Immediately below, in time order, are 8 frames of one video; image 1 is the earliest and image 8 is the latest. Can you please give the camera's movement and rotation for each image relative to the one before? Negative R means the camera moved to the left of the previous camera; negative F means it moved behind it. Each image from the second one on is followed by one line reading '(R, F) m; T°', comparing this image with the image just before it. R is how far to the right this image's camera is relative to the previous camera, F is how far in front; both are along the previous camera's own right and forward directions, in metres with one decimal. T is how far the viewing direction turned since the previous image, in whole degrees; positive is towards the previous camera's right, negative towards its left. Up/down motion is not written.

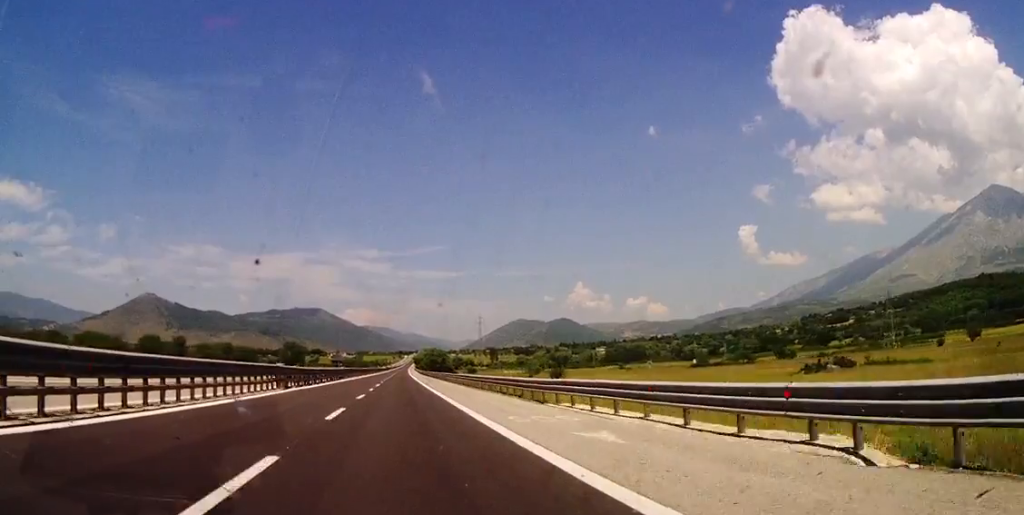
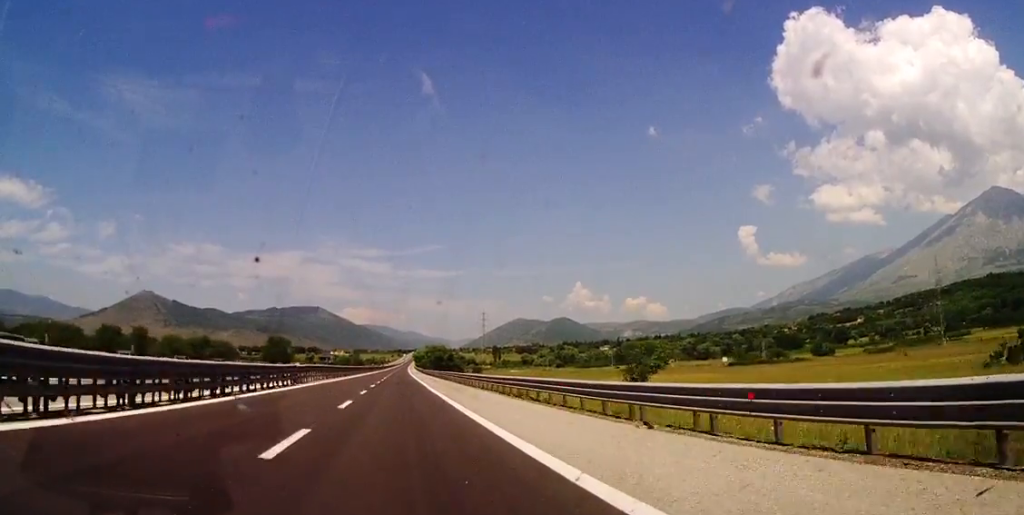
(+0.1, +30.7) m; +1°
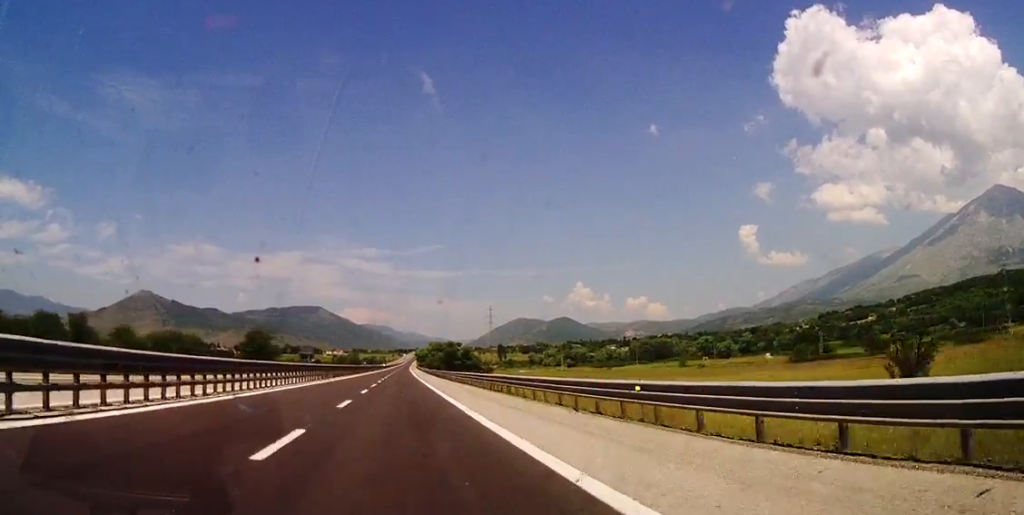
(+0.3, +35.3) m; 0°
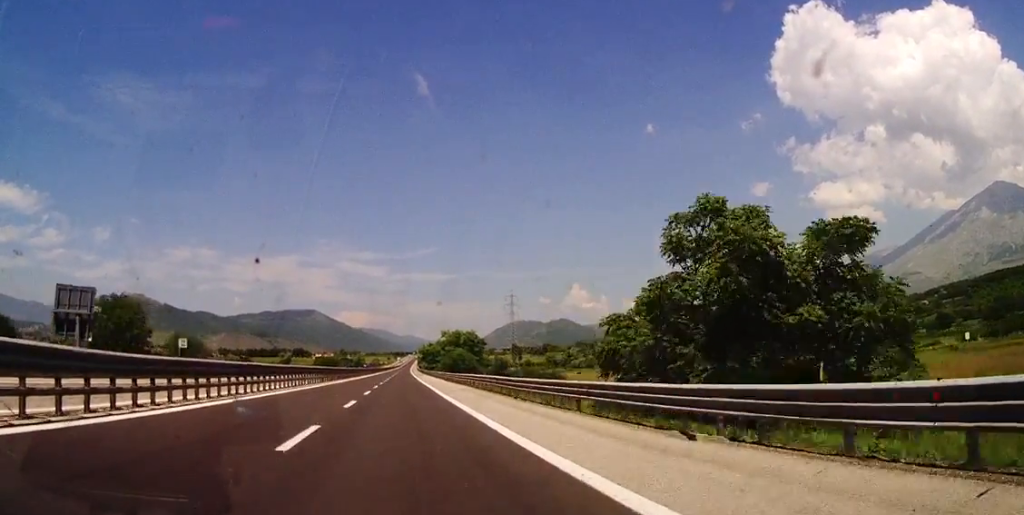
(-0.8, +103.0) m; 0°
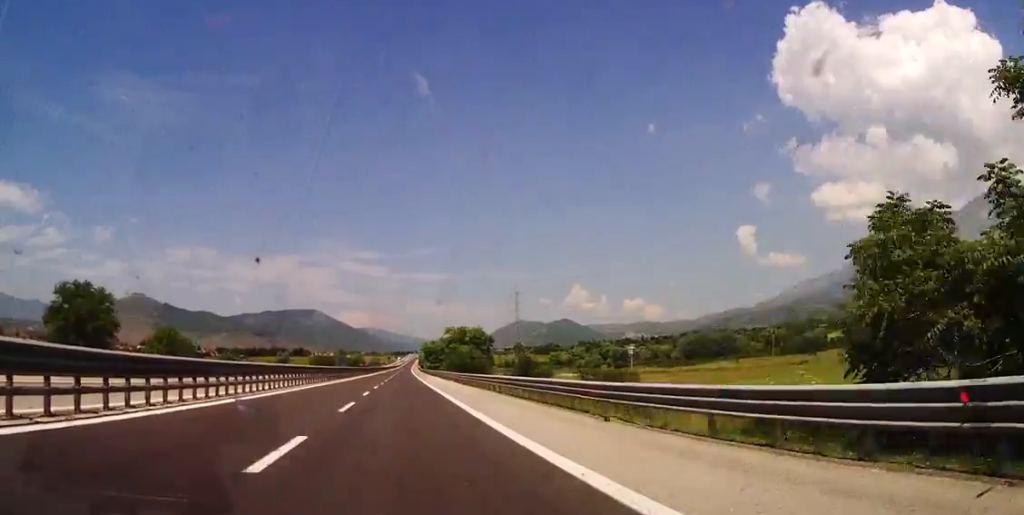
(+0.2, +13.8) m; 0°
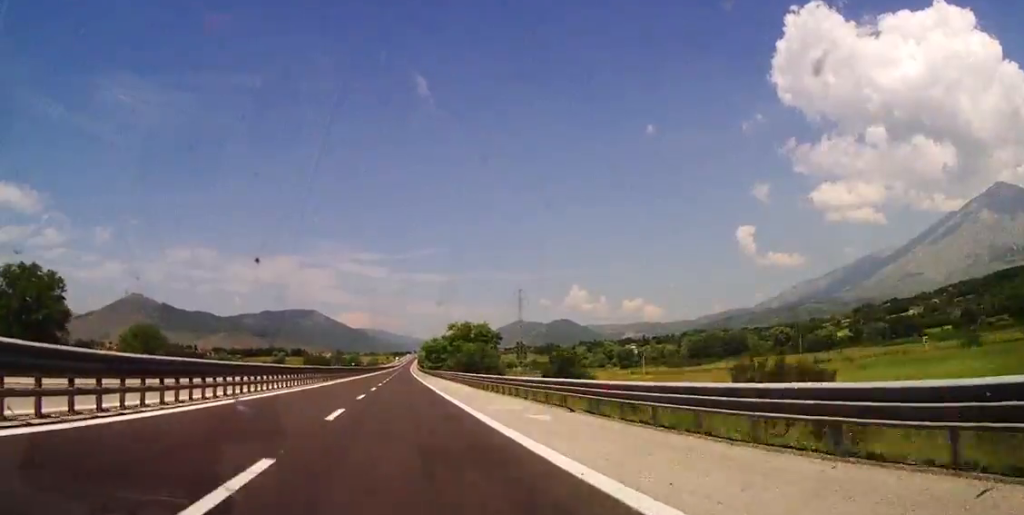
(-0.2, +15.0) m; 0°
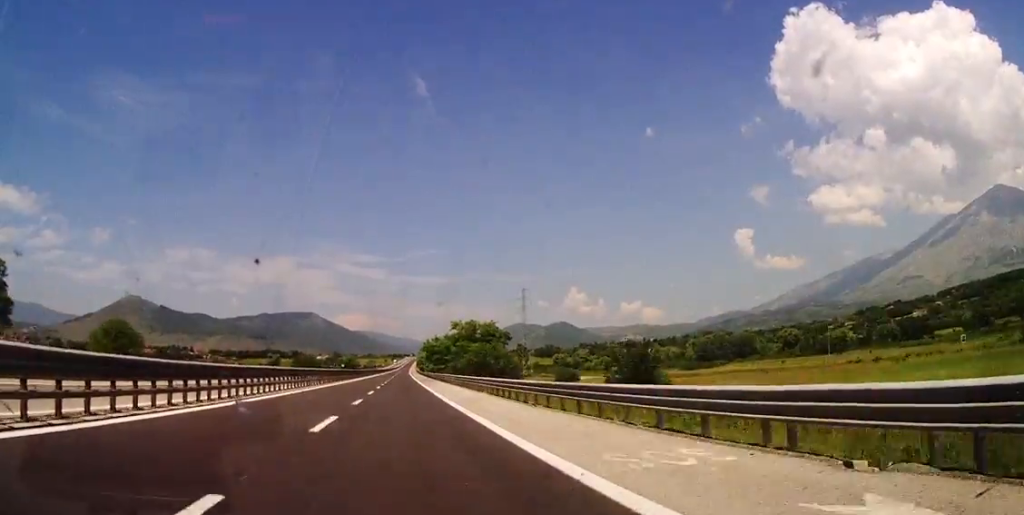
(-0.1, +13.8) m; 0°
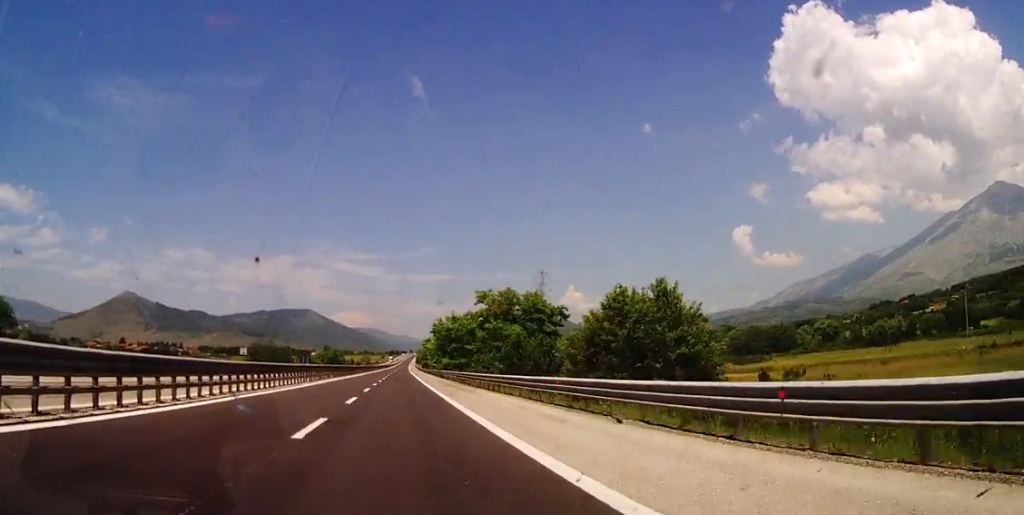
(+0.2, +48.5) m; +1°
